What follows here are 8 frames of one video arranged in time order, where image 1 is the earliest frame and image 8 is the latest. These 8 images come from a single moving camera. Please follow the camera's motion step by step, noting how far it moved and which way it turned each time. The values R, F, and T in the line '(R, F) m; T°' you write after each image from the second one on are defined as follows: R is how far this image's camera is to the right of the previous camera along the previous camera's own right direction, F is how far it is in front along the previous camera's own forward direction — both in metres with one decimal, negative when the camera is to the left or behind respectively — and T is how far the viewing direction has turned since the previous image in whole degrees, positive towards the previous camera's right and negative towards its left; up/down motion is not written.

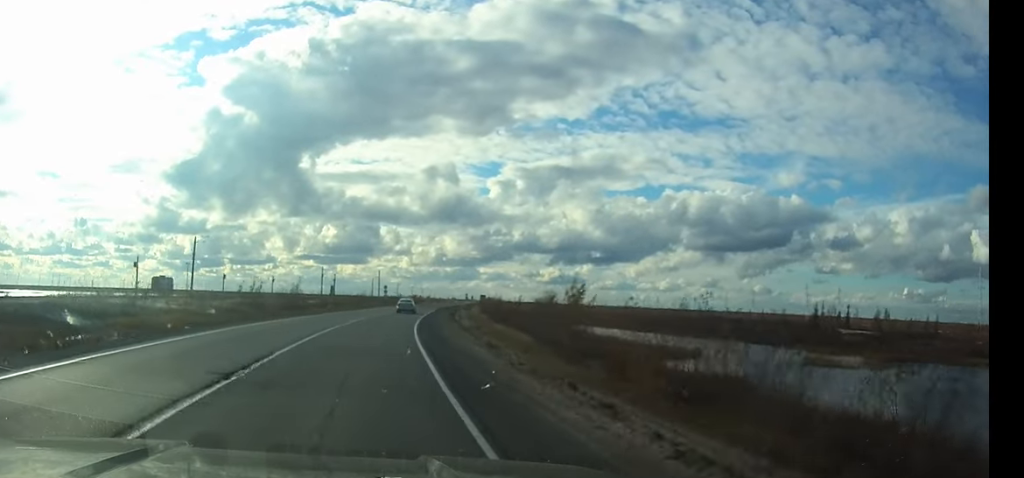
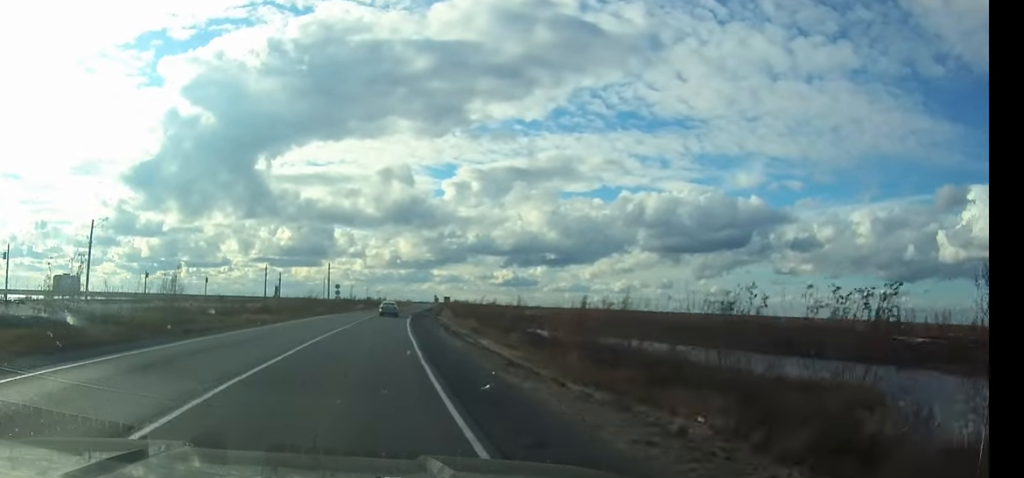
(+0.7, +27.3) m; +3°
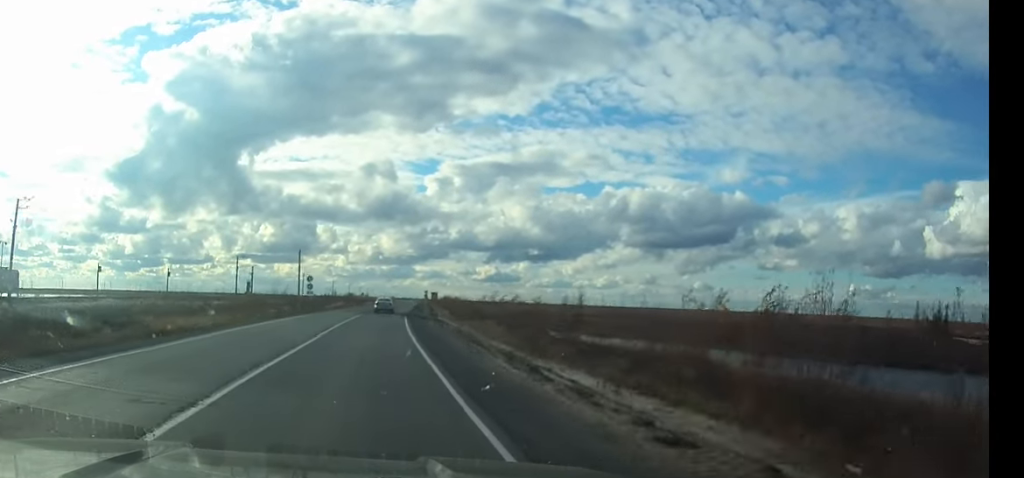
(+0.3, +16.5) m; +2°
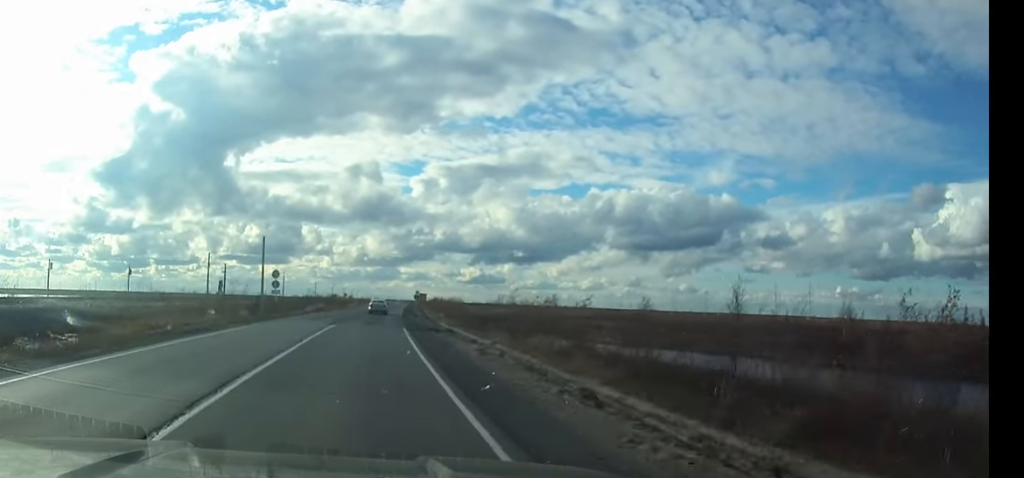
(+0.3, +14.6) m; +1°
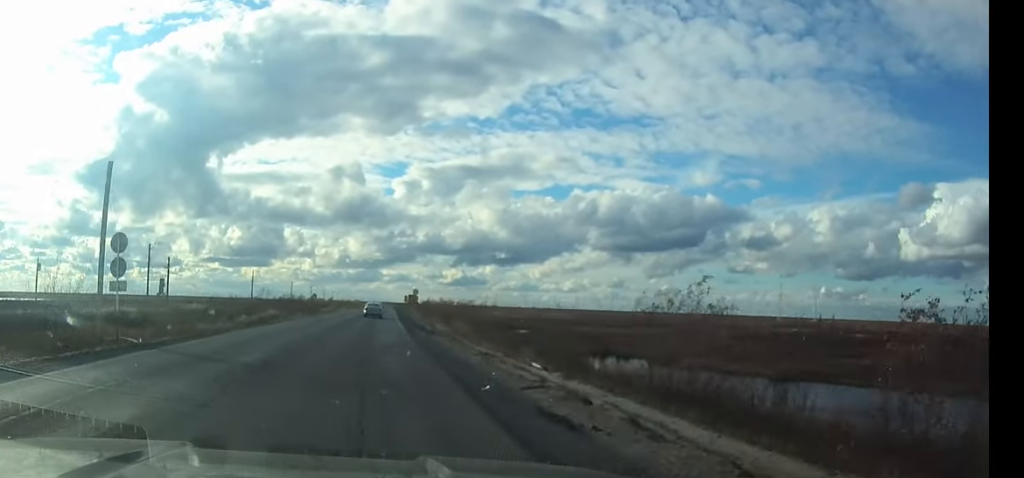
(+0.5, +30.3) m; +1°
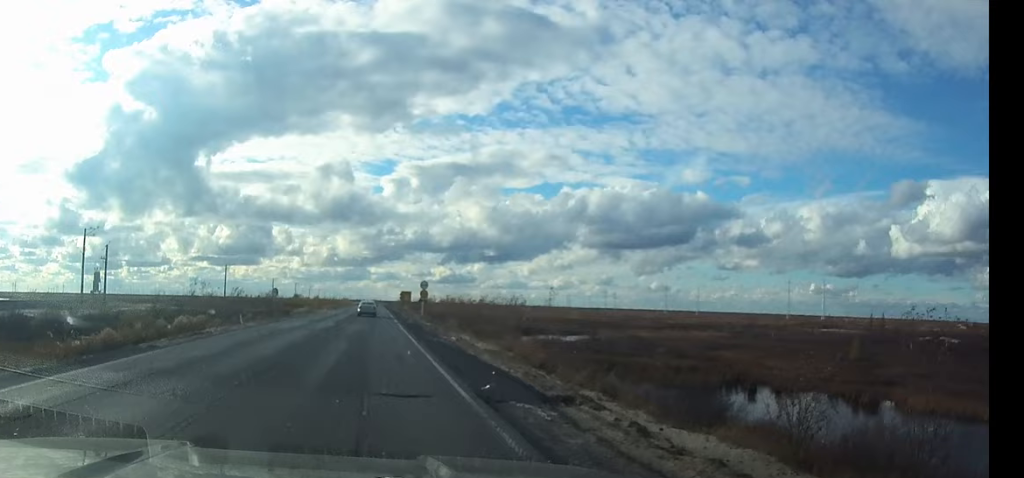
(+0.2, +24.7) m; +1°
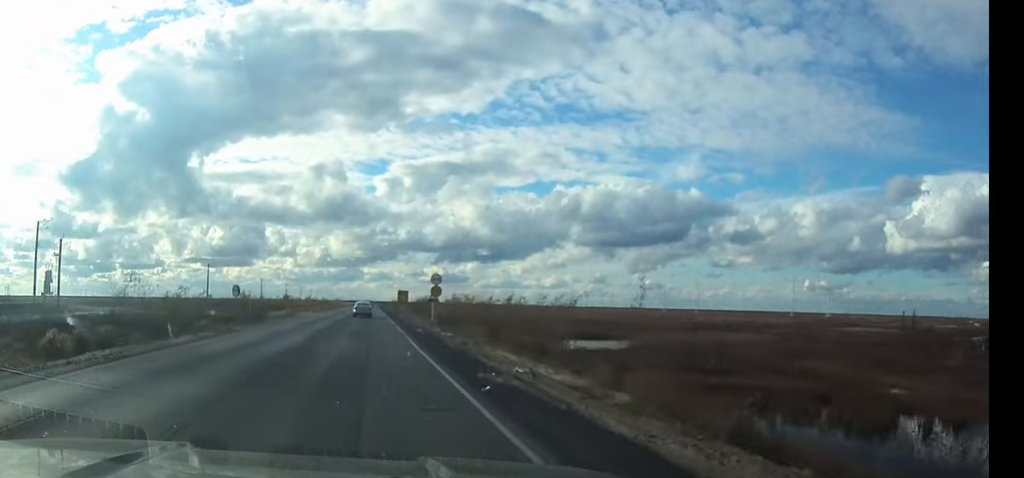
(0.0, +12.8) m; 0°
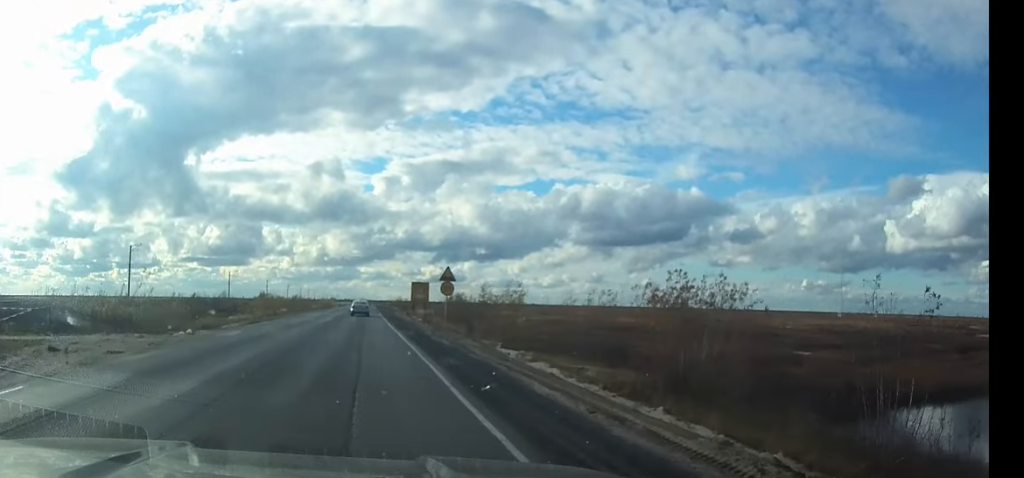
(+0.4, +57.8) m; 0°
